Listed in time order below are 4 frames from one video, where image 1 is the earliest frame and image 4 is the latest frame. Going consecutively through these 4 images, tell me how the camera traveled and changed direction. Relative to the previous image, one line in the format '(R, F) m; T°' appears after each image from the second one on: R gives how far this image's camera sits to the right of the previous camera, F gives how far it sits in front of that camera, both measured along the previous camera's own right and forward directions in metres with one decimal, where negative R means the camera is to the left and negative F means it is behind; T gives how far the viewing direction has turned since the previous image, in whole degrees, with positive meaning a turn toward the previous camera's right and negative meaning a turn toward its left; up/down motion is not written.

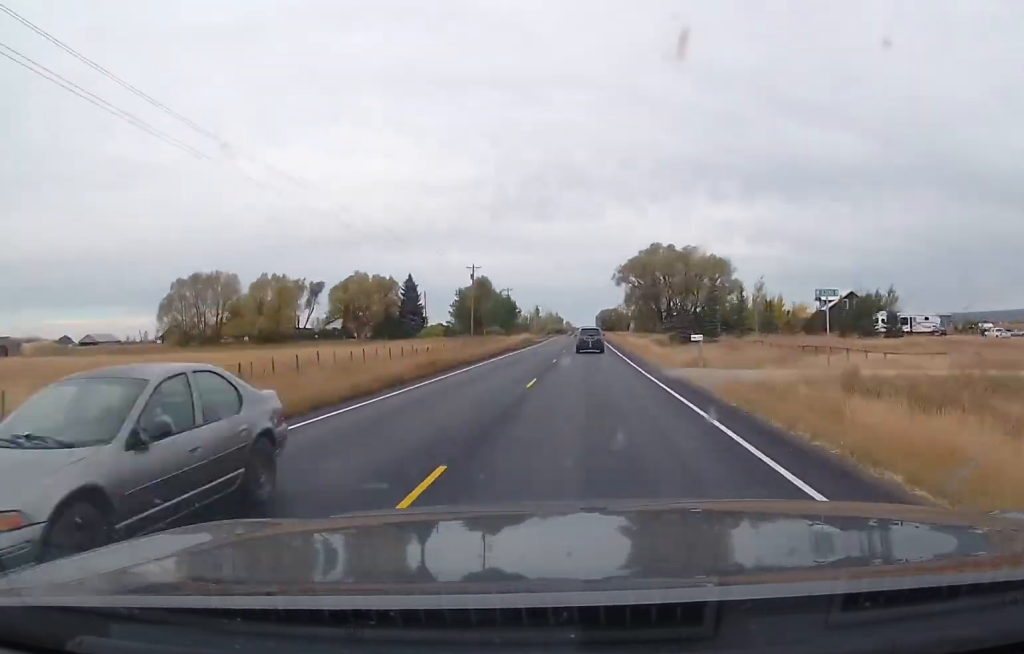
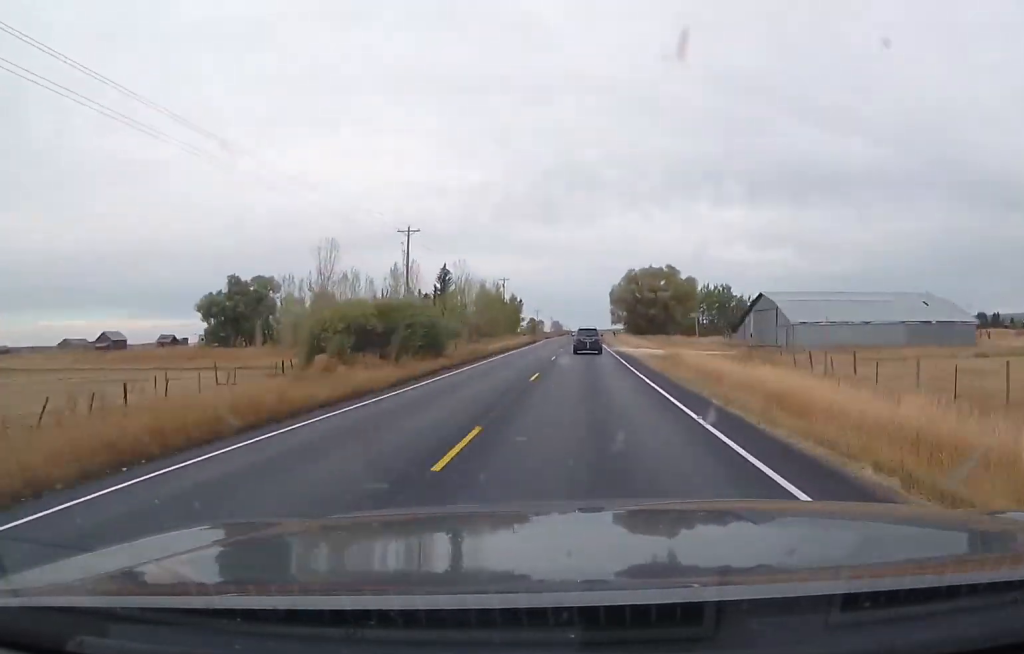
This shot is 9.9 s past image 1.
(-0.2, +233.0) m; 0°
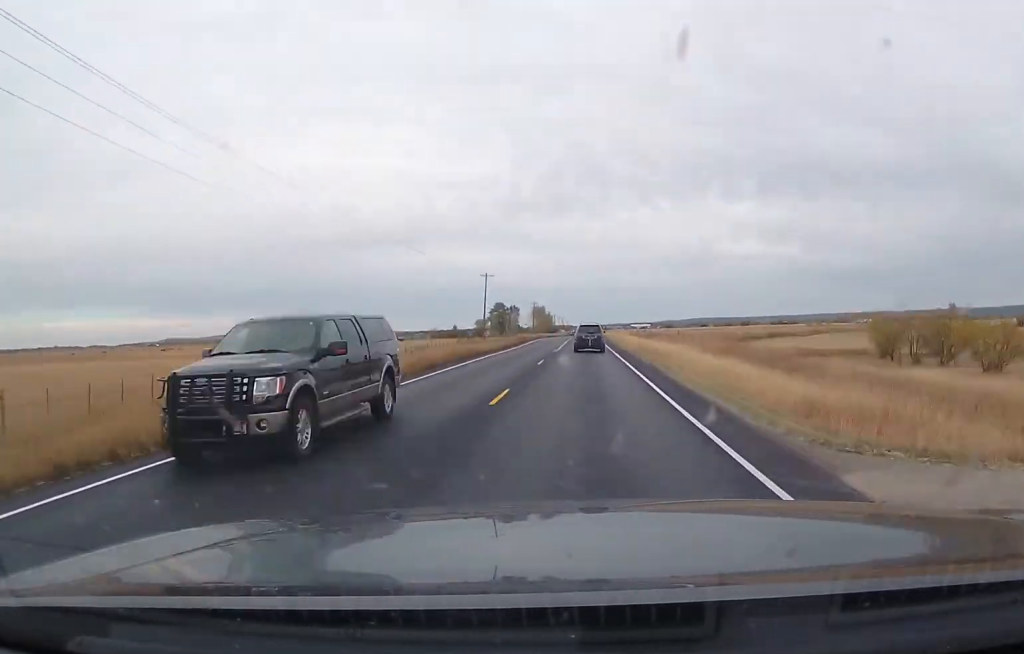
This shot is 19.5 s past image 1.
(-0.4, +236.4) m; 0°
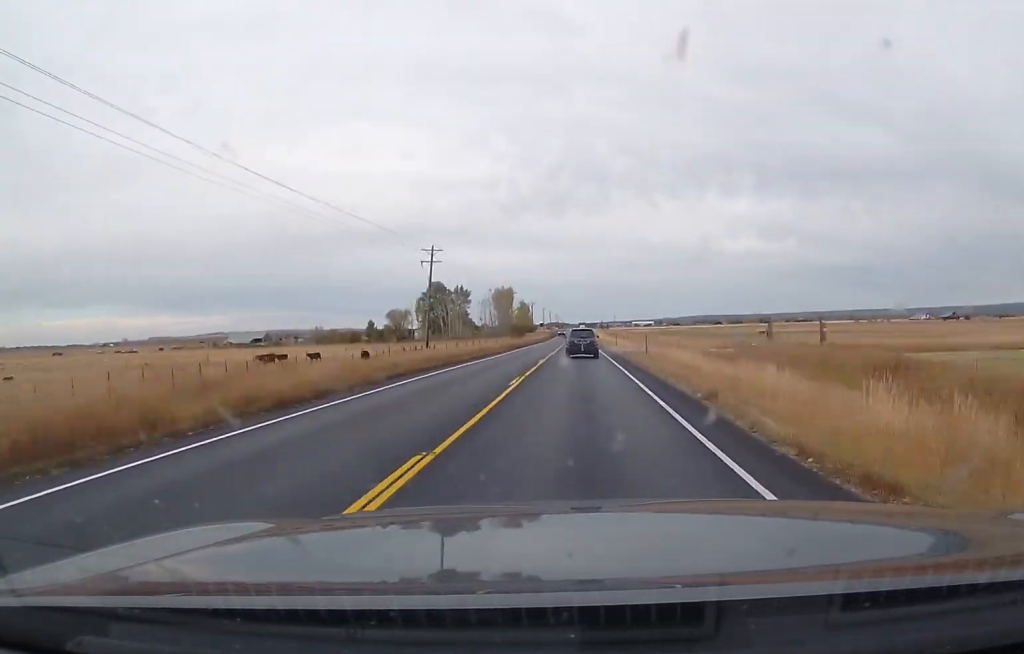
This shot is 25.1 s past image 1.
(0.0, +139.8) m; 0°
